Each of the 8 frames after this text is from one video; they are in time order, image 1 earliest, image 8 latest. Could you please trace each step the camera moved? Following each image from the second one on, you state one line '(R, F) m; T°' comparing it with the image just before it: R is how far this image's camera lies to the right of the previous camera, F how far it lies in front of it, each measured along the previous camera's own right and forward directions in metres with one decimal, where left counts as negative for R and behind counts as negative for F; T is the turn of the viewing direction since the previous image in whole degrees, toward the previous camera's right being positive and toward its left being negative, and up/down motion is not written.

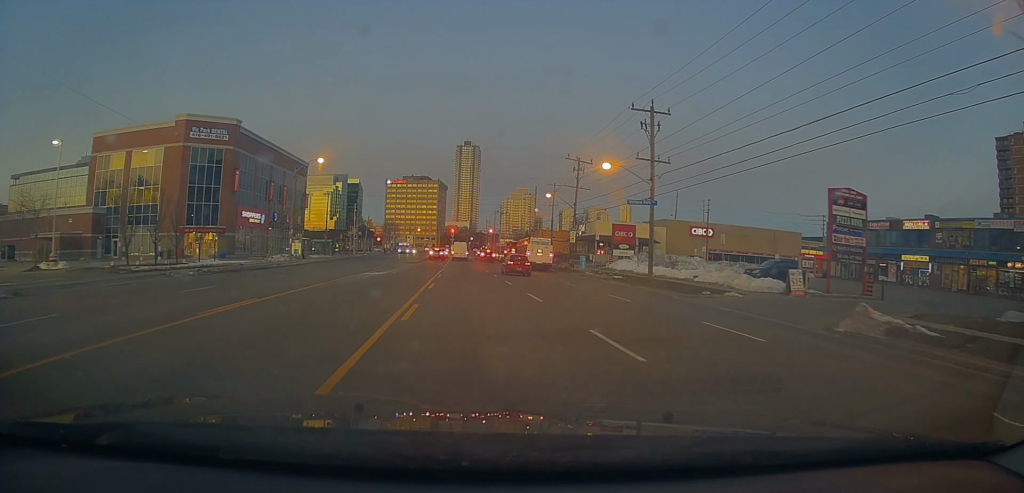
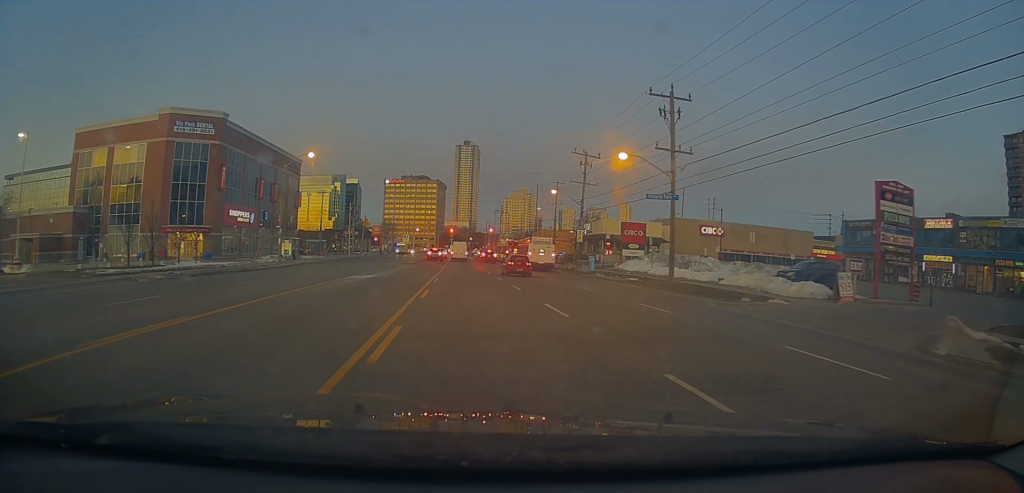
(-0.3, +3.9) m; +1°
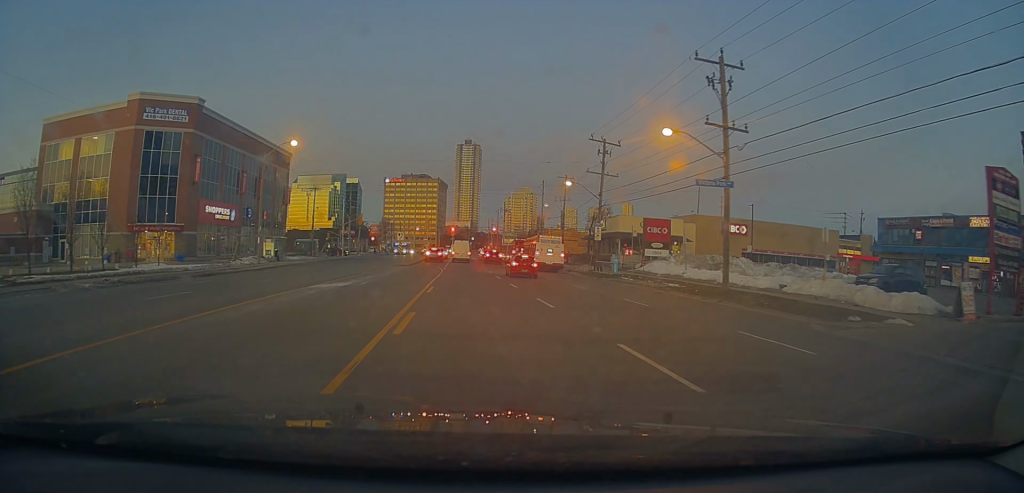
(0.0, +7.1) m; +3°
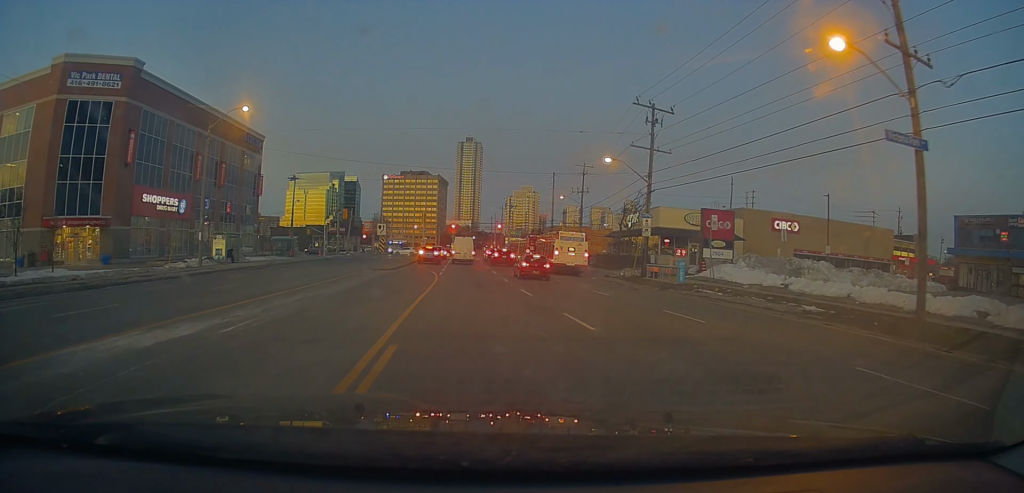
(+1.0, +13.6) m; +1°
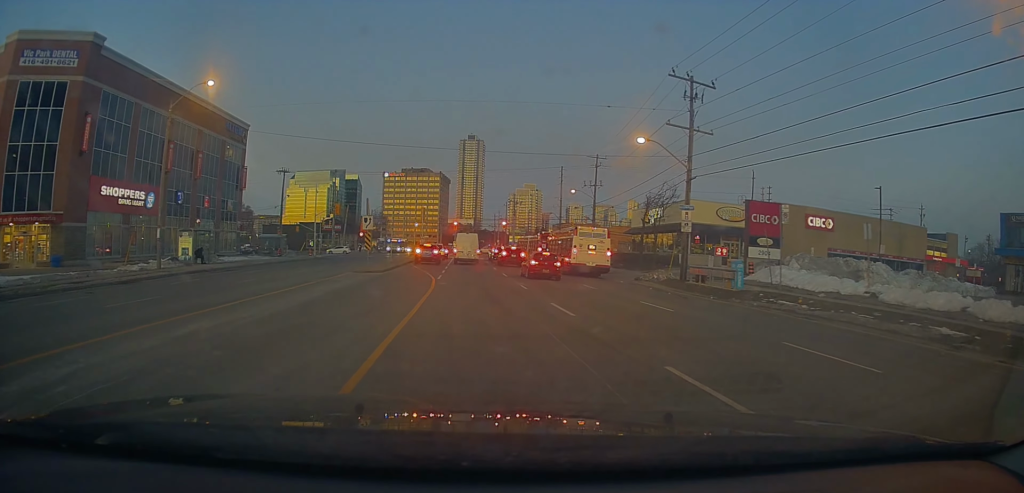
(-0.3, +6.9) m; -2°
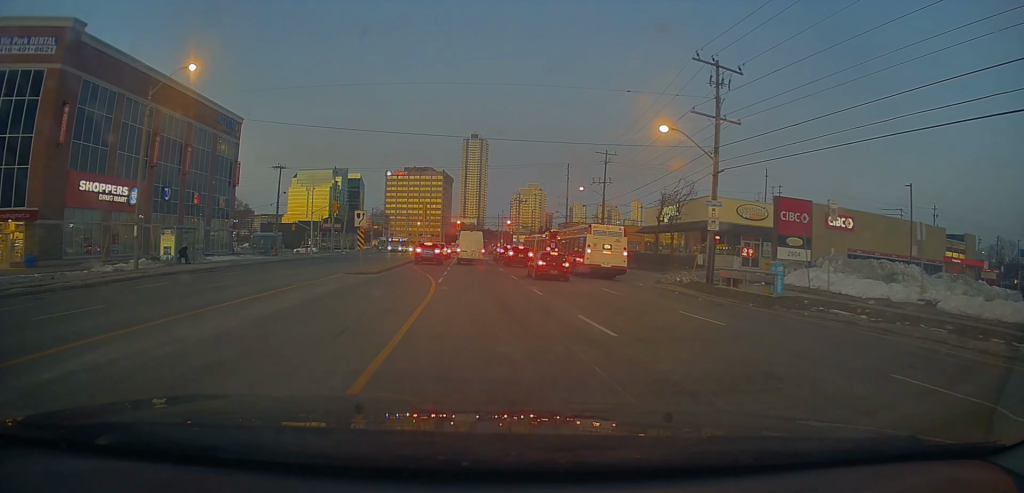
(-0.2, +3.4) m; -1°
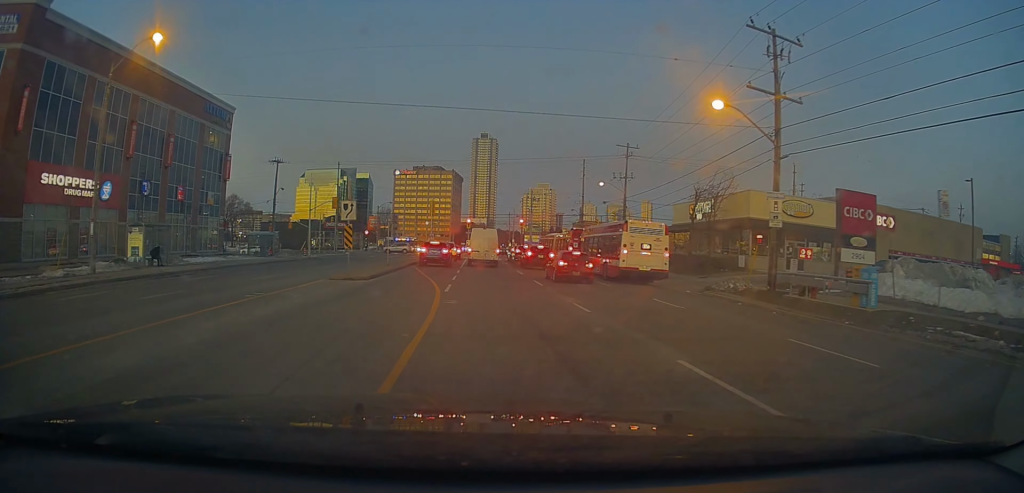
(+0.3, +5.6) m; -1°
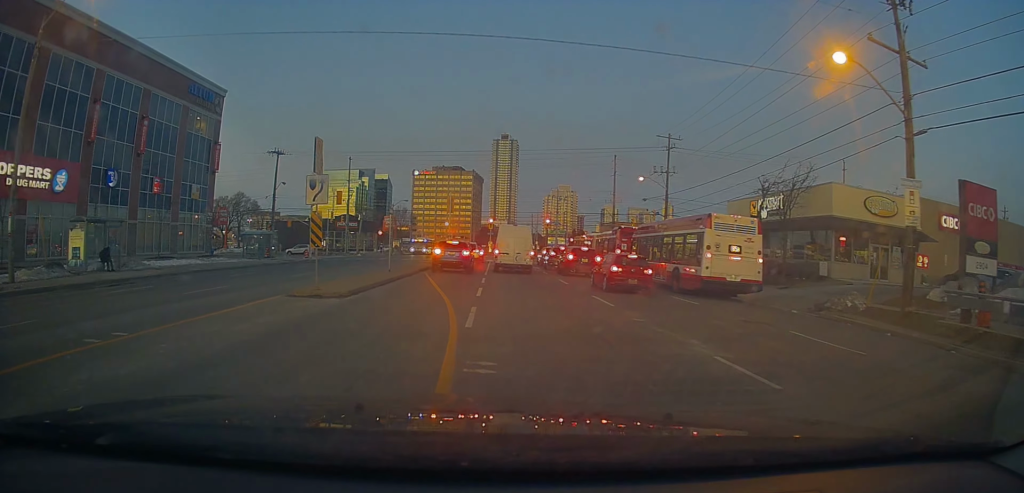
(-0.3, +8.6) m; -4°
